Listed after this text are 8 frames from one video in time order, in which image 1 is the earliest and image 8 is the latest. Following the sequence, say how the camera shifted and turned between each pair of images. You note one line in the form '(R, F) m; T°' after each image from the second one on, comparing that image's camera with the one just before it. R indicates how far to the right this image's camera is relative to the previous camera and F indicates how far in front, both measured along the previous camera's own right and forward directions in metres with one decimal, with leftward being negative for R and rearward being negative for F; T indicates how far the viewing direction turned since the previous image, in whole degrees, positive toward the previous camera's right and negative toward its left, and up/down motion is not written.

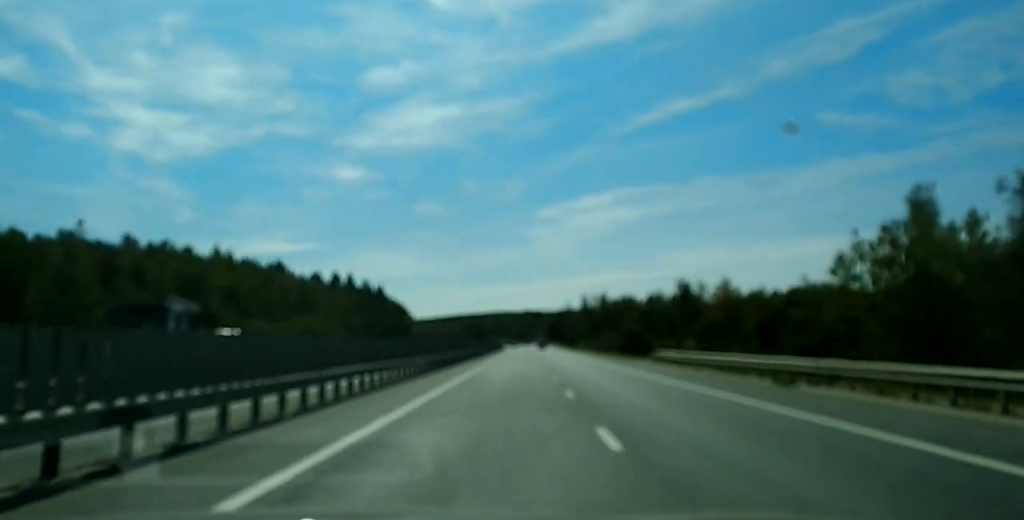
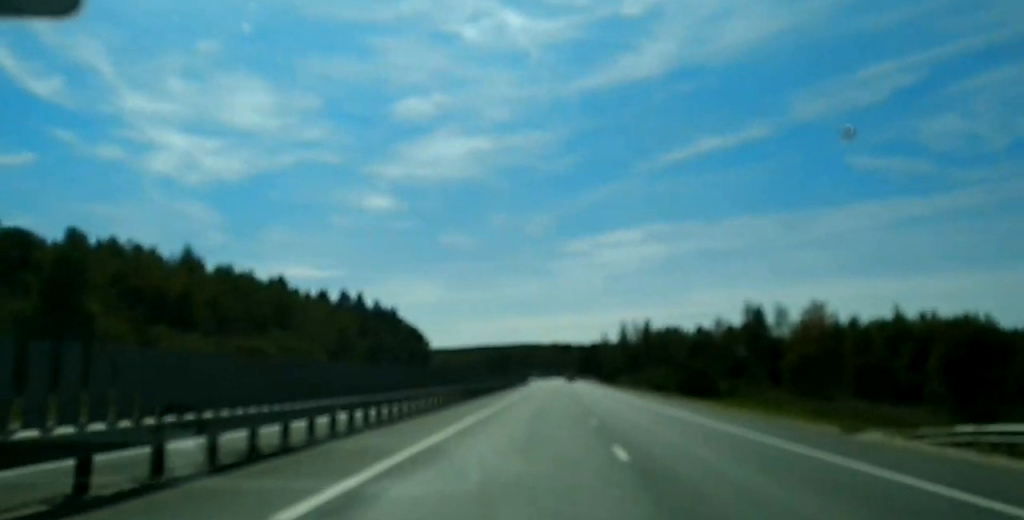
(-0.5, +42.9) m; -1°
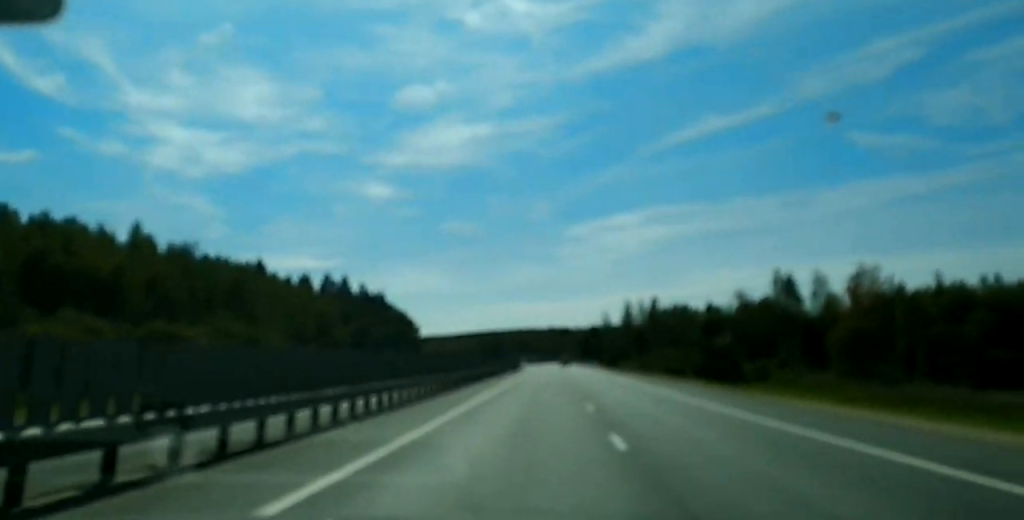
(+0.2, +24.5) m; 0°
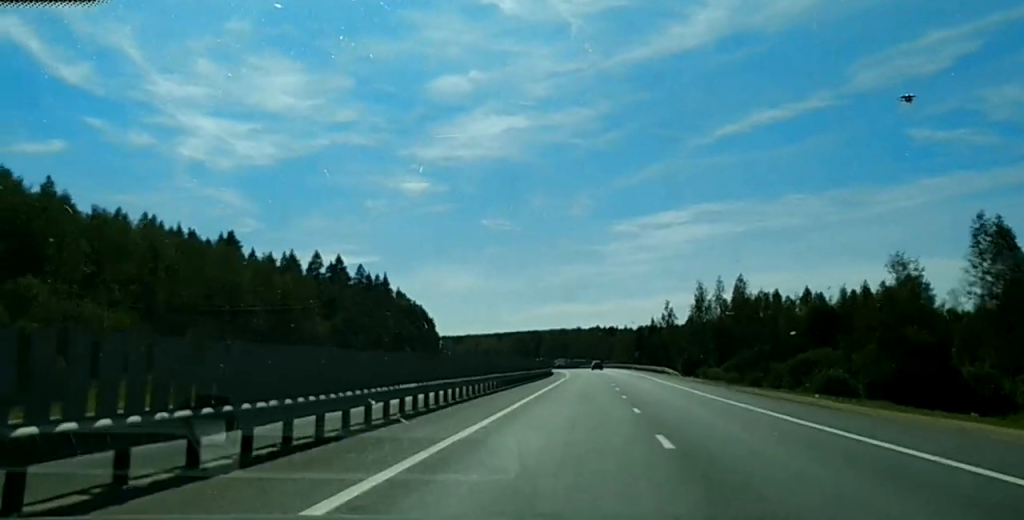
(+0.3, +57.5) m; +1°
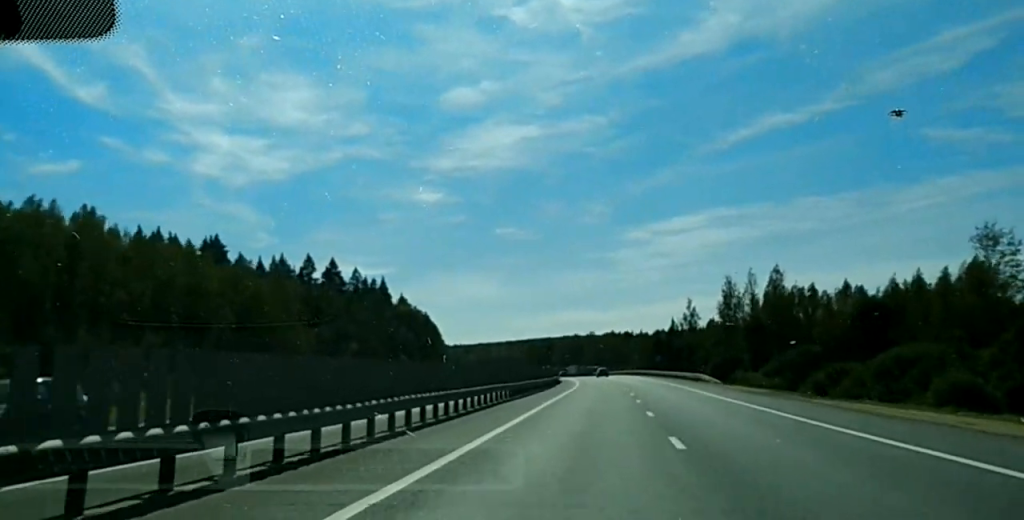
(+0.6, +22.0) m; -1°
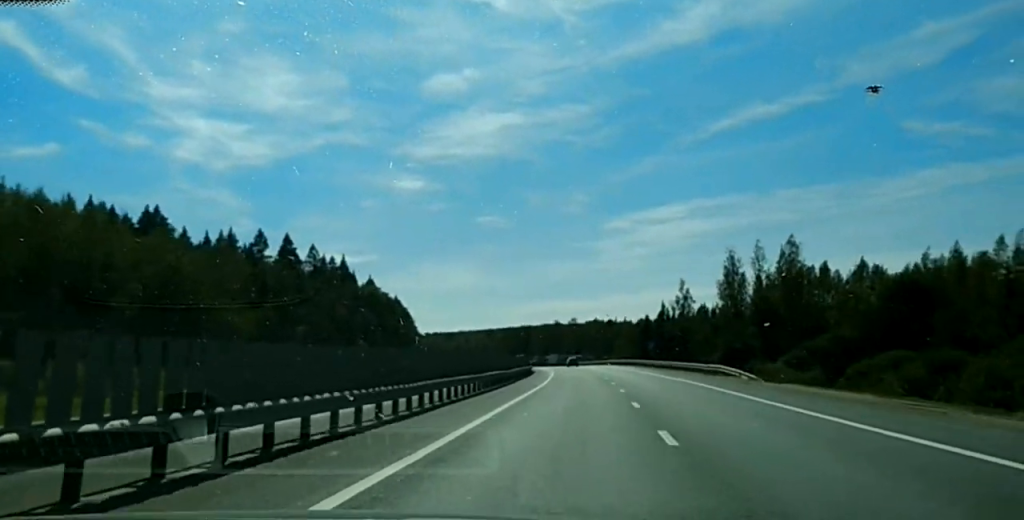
(-1.0, +24.9) m; -1°
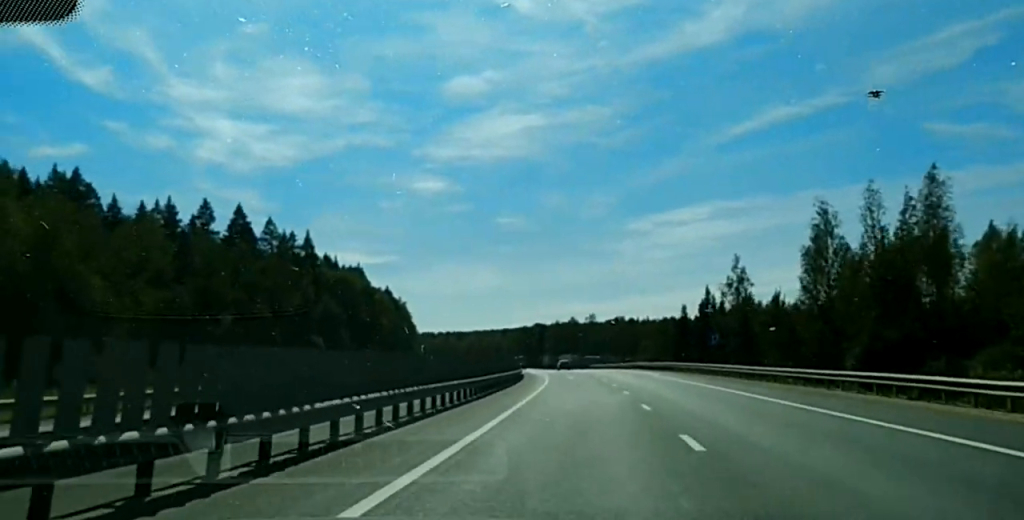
(0.0, +47.9) m; -1°
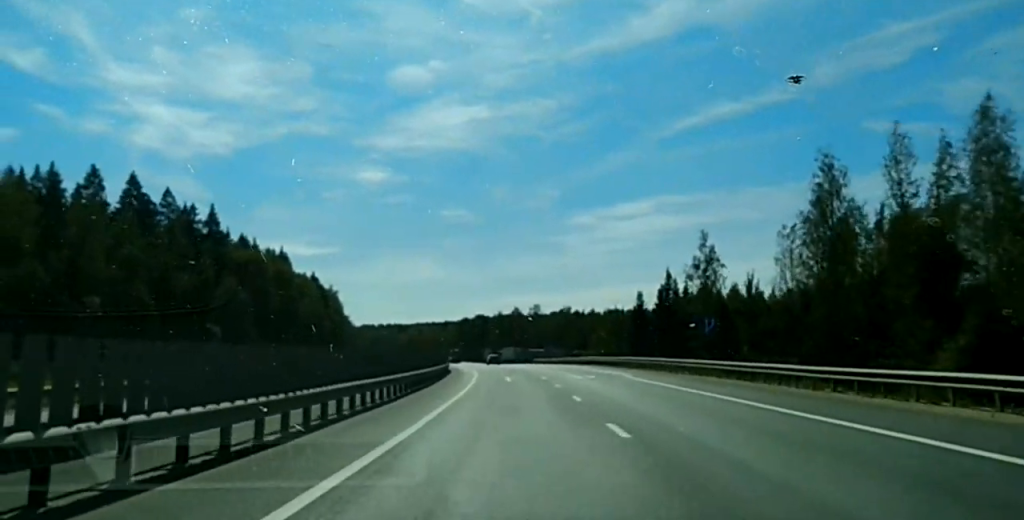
(-0.3, +23.4) m; -1°
